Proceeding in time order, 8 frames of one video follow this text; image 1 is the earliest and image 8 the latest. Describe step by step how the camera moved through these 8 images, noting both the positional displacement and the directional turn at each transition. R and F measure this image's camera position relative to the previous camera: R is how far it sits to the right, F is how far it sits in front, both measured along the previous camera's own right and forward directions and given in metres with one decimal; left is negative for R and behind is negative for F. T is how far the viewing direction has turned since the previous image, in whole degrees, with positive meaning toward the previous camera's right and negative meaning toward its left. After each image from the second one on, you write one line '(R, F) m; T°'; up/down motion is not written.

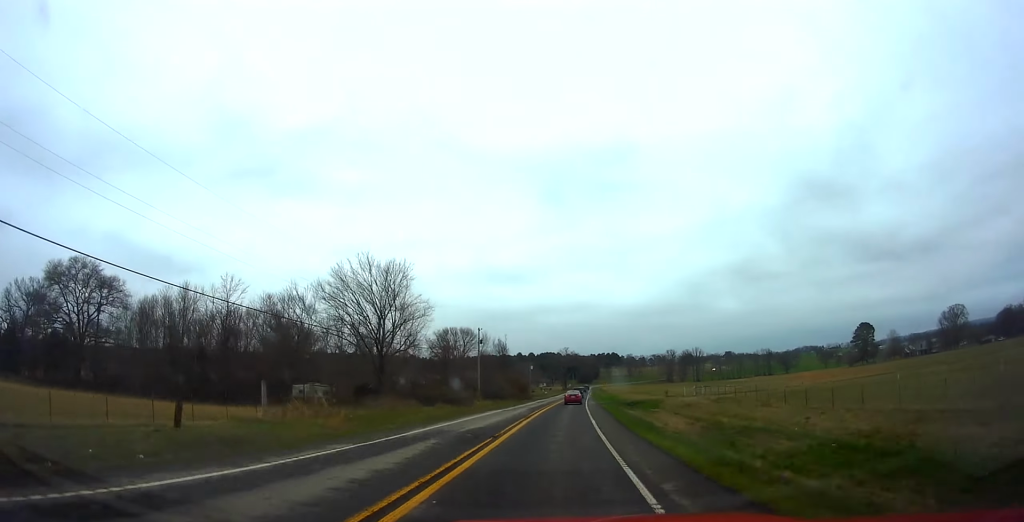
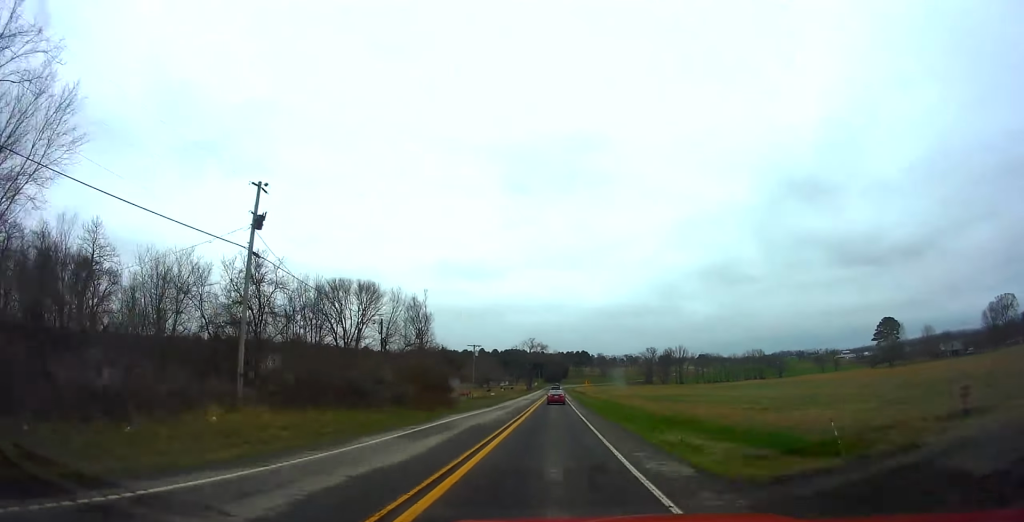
(+2.6, +55.2) m; +4°
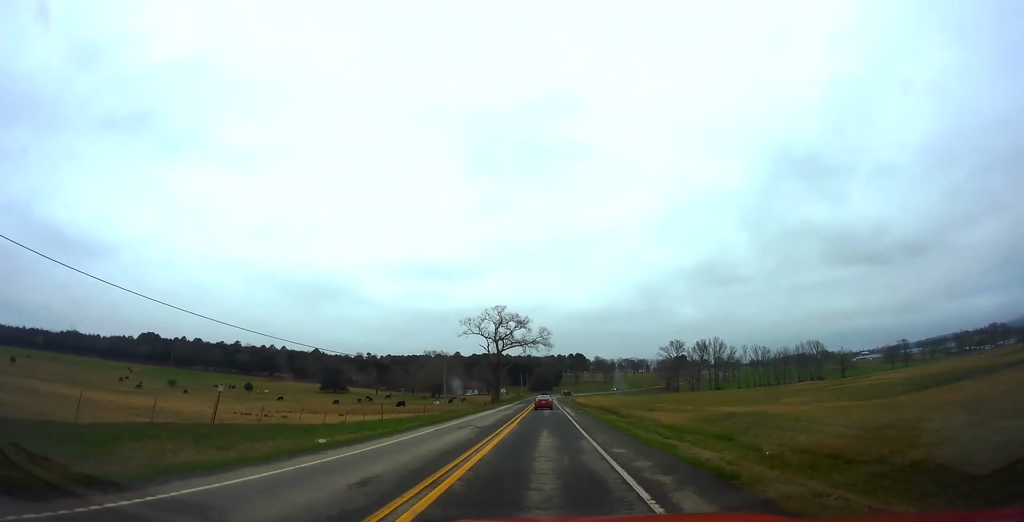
(+3.4, +114.4) m; +2°
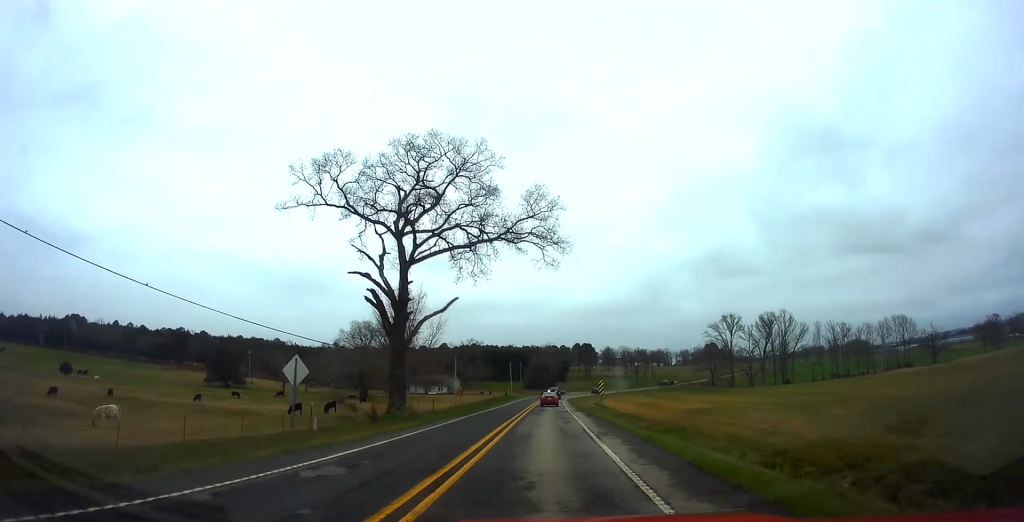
(0.0, +87.4) m; 0°
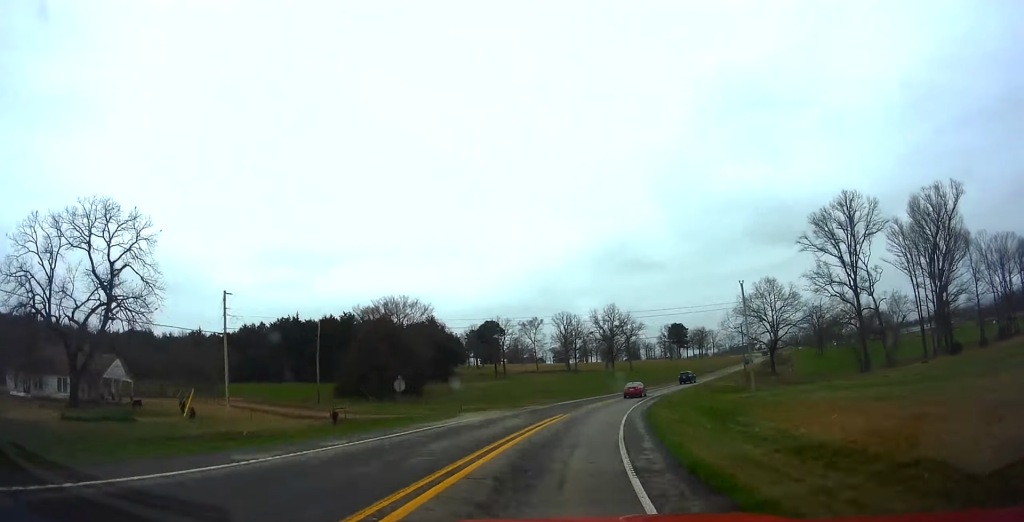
(+5.5, +132.7) m; +13°
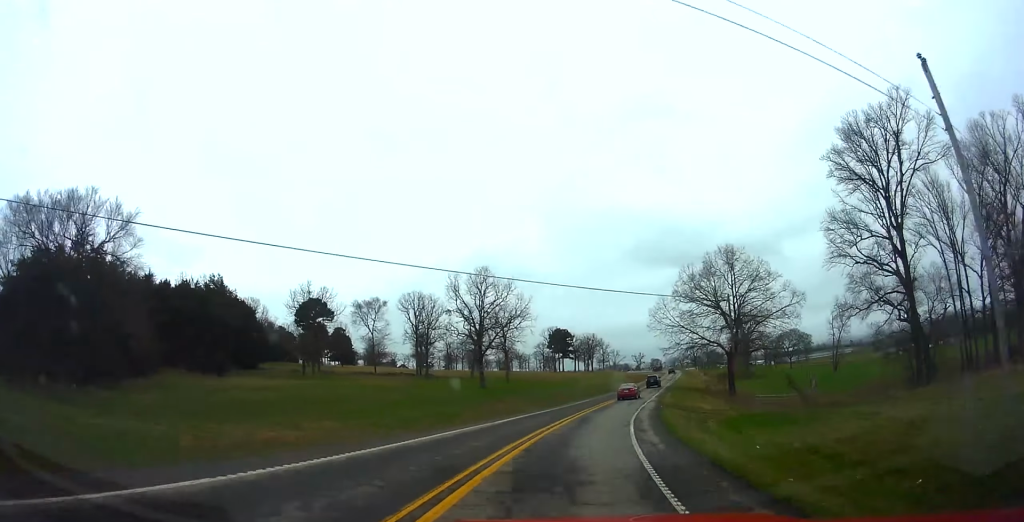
(+4.8, +40.8) m; +9°
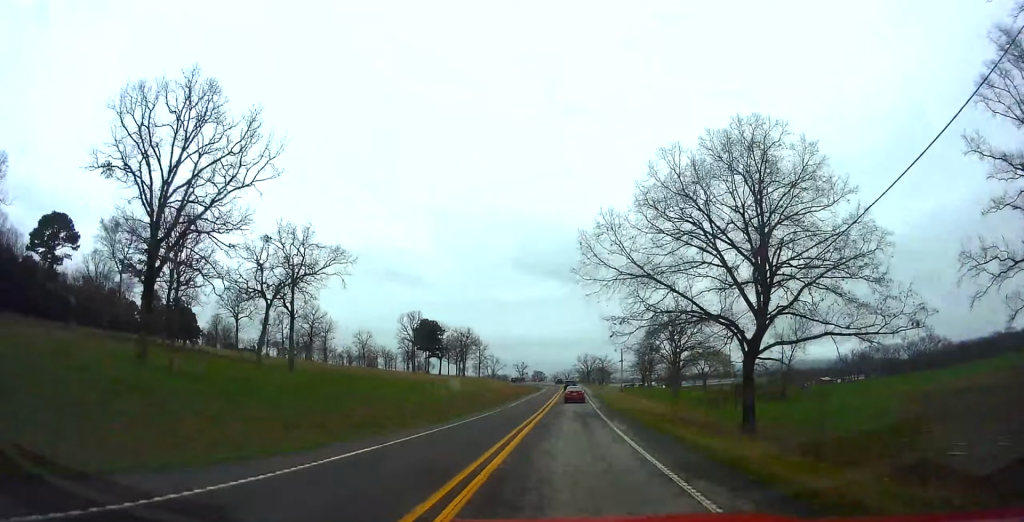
(+2.2, +41.1) m; +9°
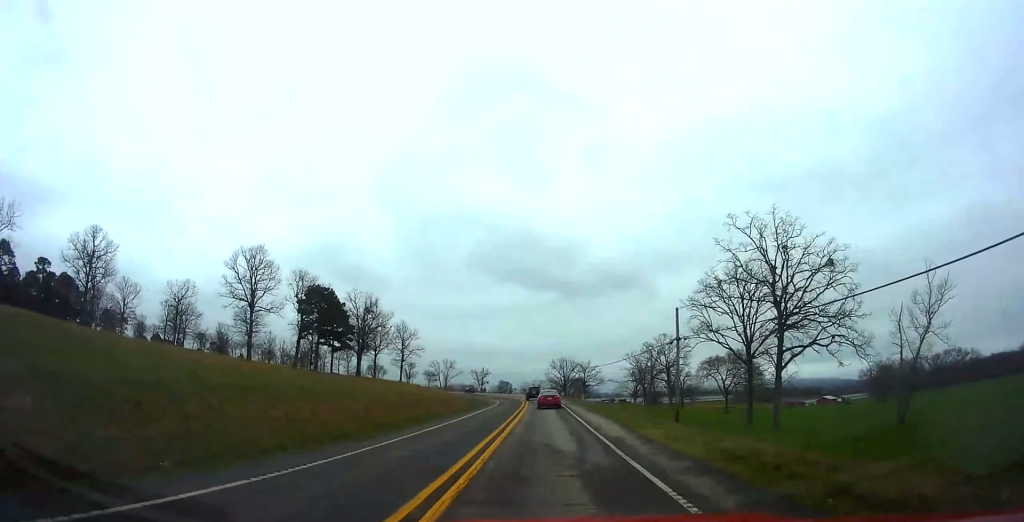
(+6.9, +58.9) m; +7°
